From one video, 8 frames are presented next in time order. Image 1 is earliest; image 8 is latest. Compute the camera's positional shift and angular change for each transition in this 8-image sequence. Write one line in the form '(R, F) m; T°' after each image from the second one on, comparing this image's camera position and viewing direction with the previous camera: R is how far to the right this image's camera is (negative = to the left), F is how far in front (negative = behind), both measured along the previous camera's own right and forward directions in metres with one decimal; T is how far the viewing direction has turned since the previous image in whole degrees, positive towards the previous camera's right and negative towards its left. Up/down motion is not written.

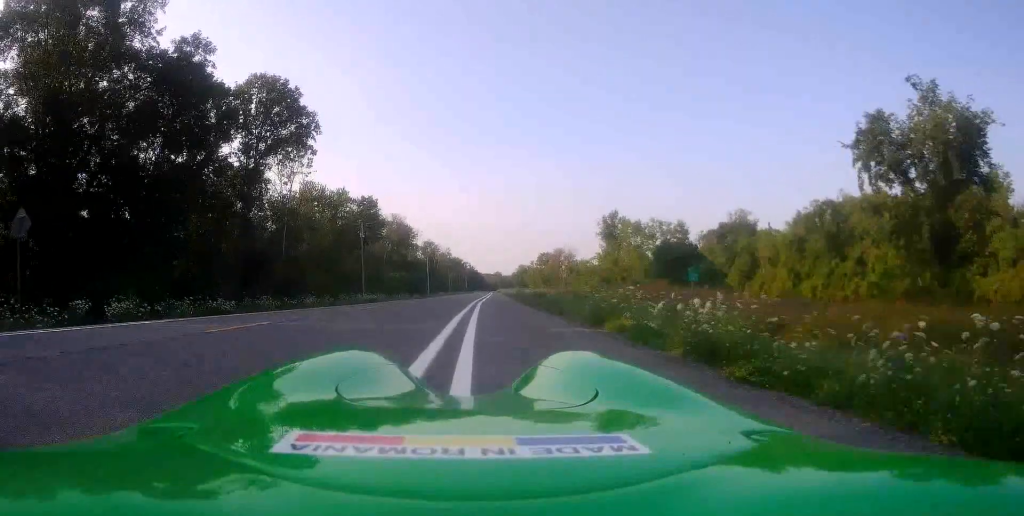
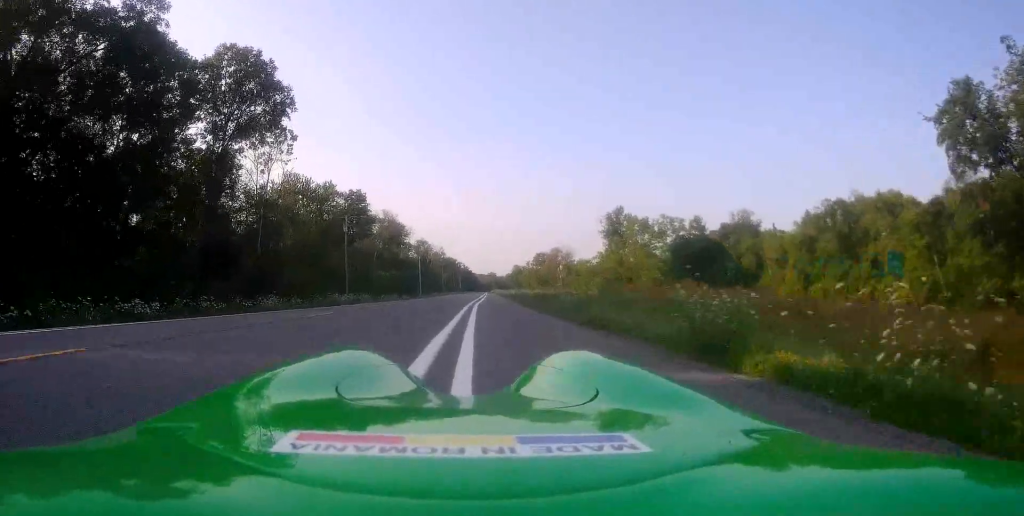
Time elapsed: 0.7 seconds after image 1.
(0.0, +6.6) m; +1°
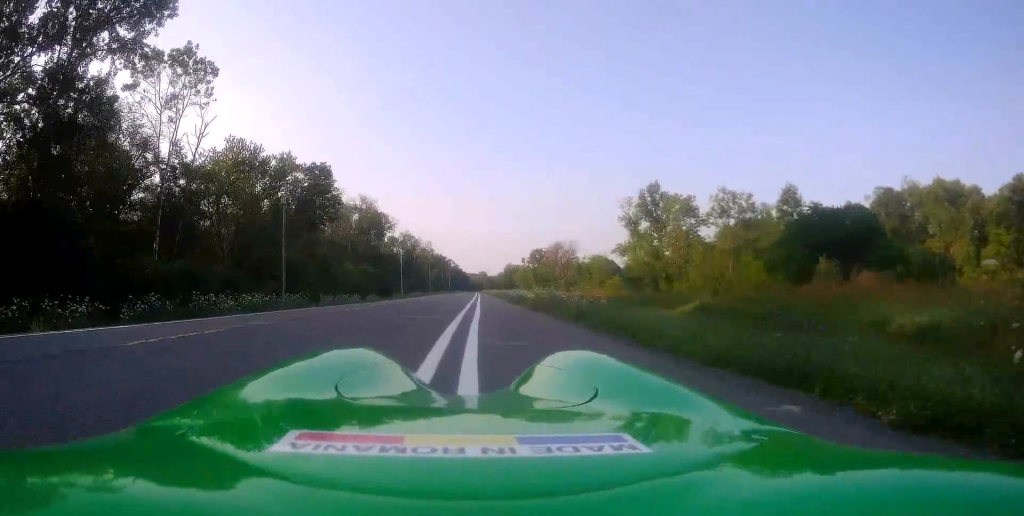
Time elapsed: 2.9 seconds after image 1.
(+0.2, +19.7) m; +1°
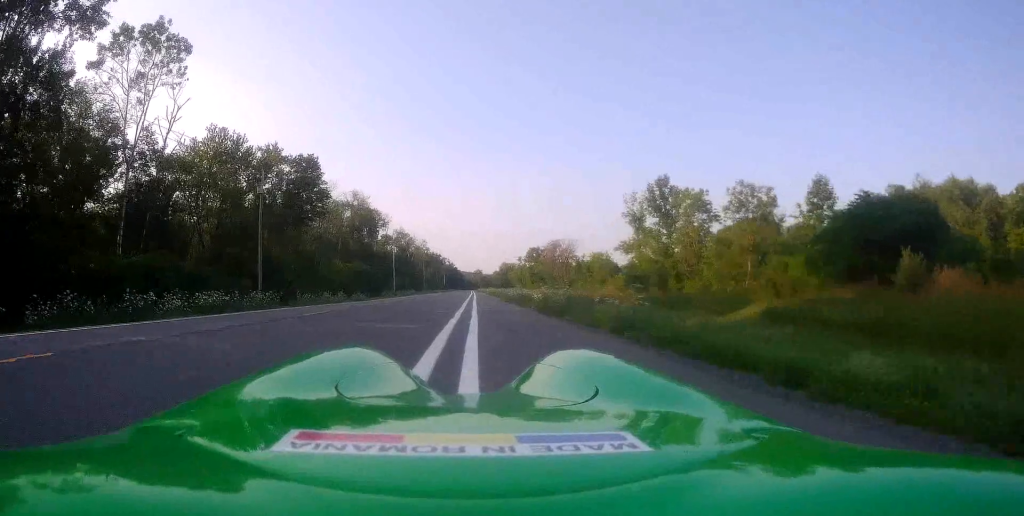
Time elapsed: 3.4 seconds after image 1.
(0.0, +4.5) m; 0°
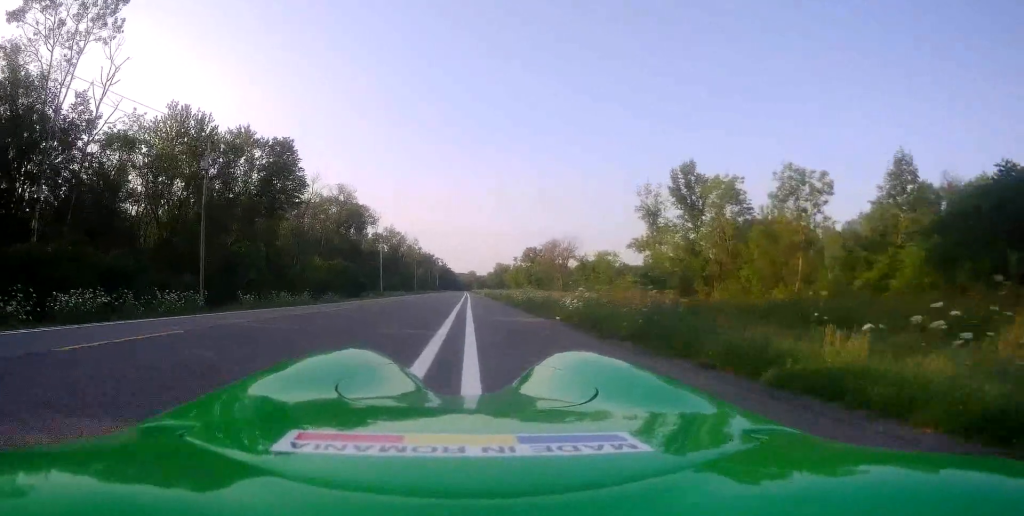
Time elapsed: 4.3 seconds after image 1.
(+0.1, +8.6) m; +3°
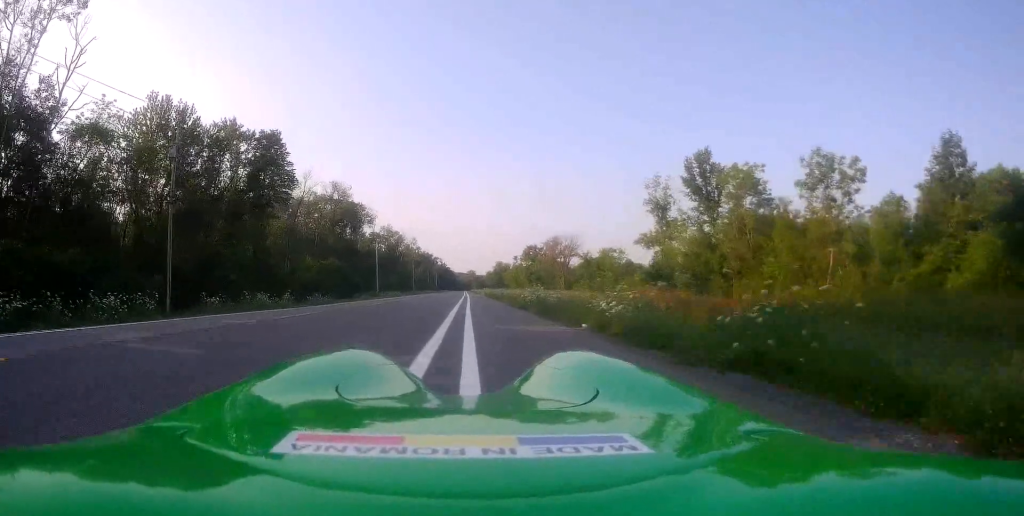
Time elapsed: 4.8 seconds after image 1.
(+0.2, +3.8) m; 0°
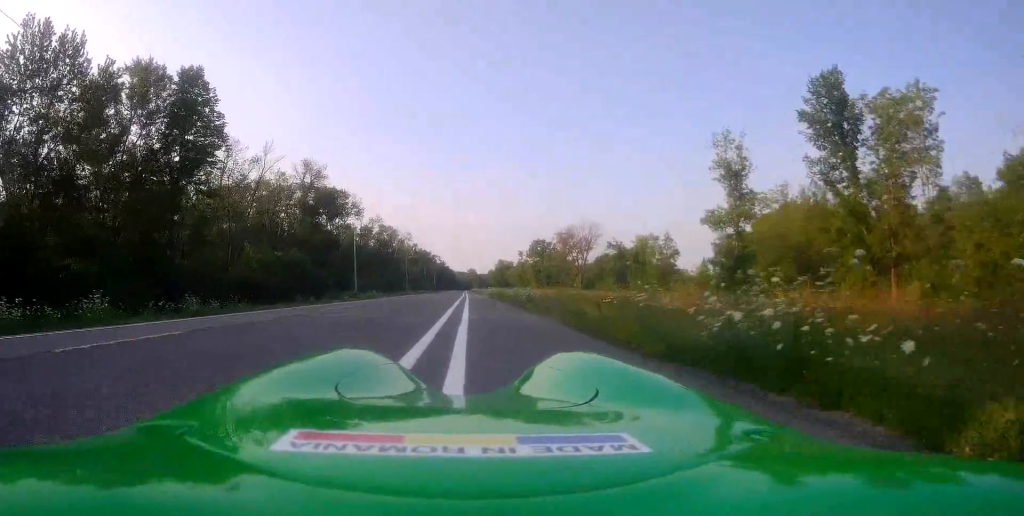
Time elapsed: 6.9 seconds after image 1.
(-0.9, +17.1) m; -3°
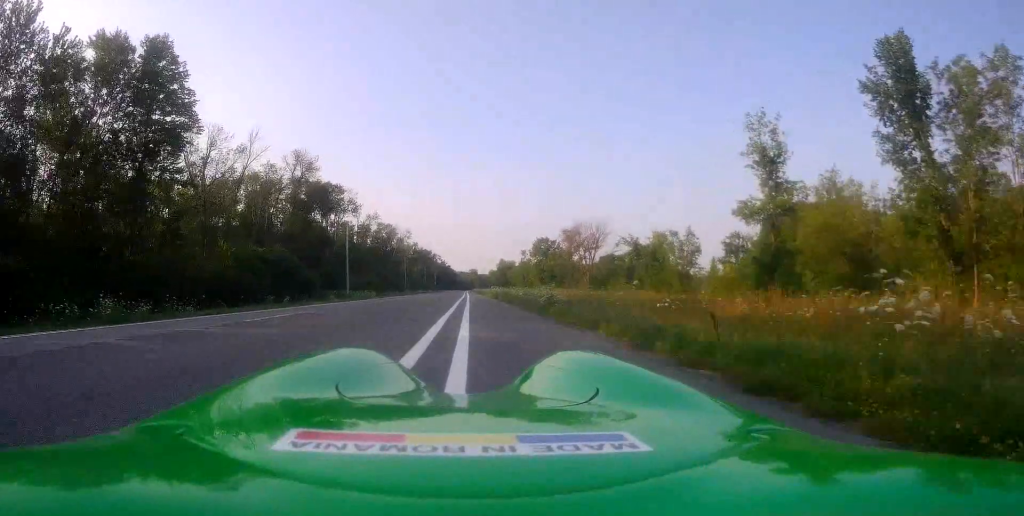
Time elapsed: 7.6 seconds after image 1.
(+0.1, +4.8) m; +3°
